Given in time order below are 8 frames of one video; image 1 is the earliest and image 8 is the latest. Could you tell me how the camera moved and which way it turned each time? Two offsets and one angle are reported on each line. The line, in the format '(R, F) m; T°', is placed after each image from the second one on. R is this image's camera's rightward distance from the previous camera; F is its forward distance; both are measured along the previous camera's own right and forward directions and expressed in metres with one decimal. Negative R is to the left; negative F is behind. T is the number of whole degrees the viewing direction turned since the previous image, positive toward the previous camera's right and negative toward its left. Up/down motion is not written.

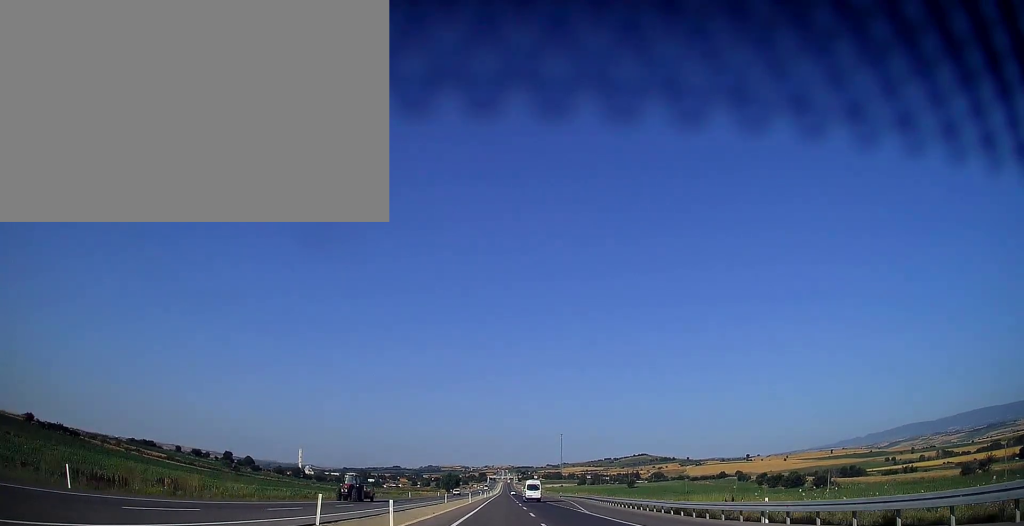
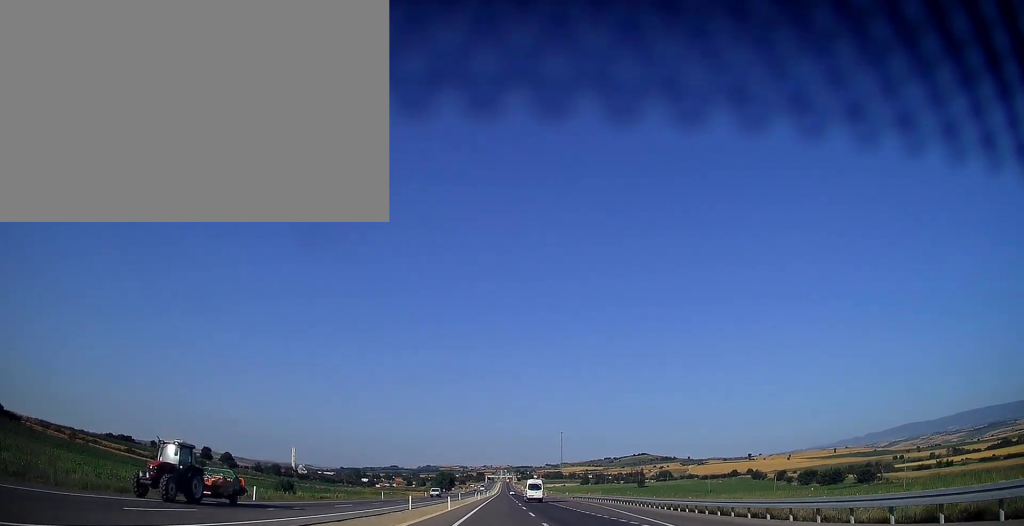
(0.0, +25.4) m; 0°
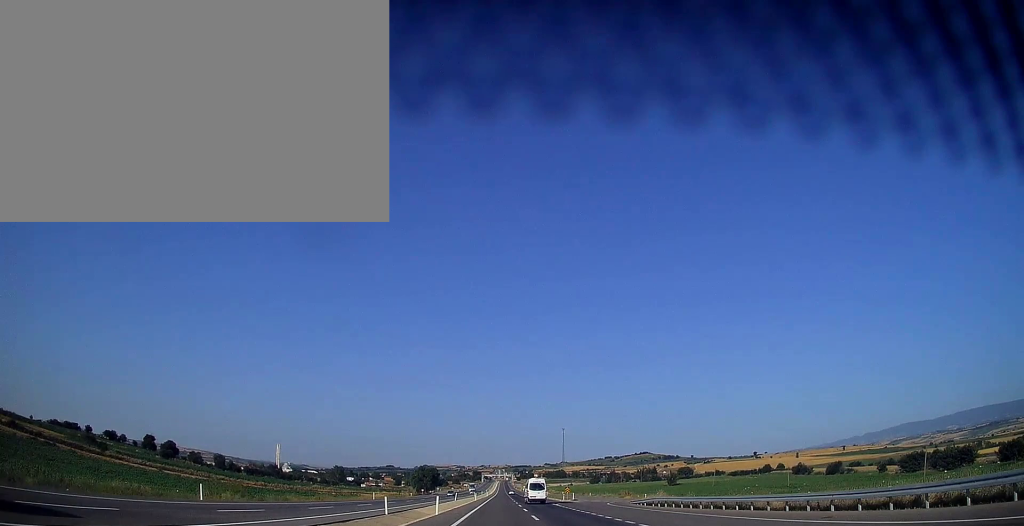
(+0.4, +55.6) m; 0°
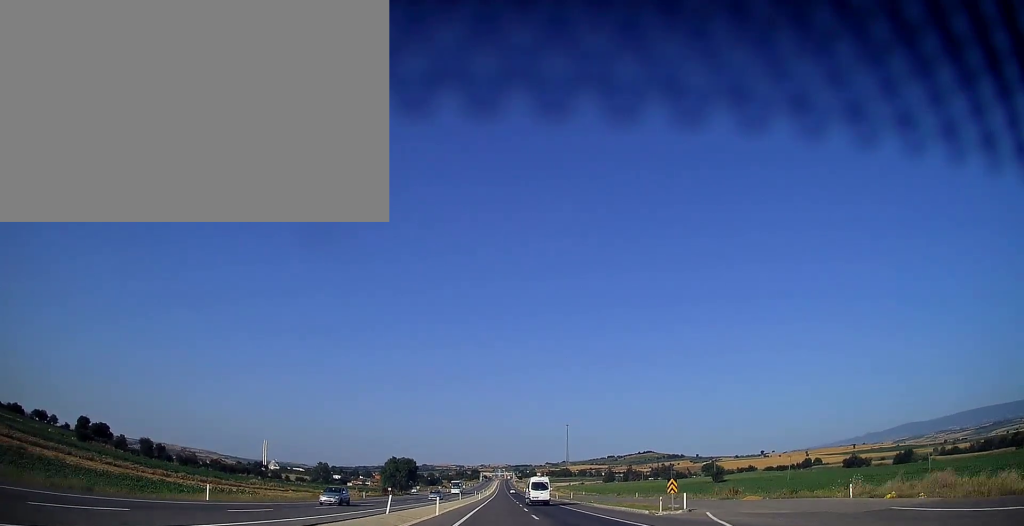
(-0.1, +48.9) m; 0°
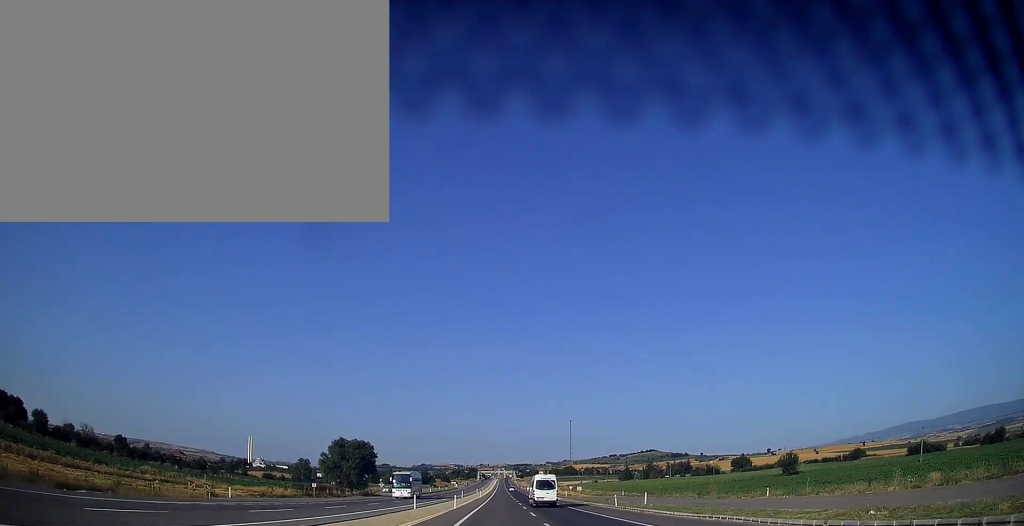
(-0.1, +48.0) m; 0°
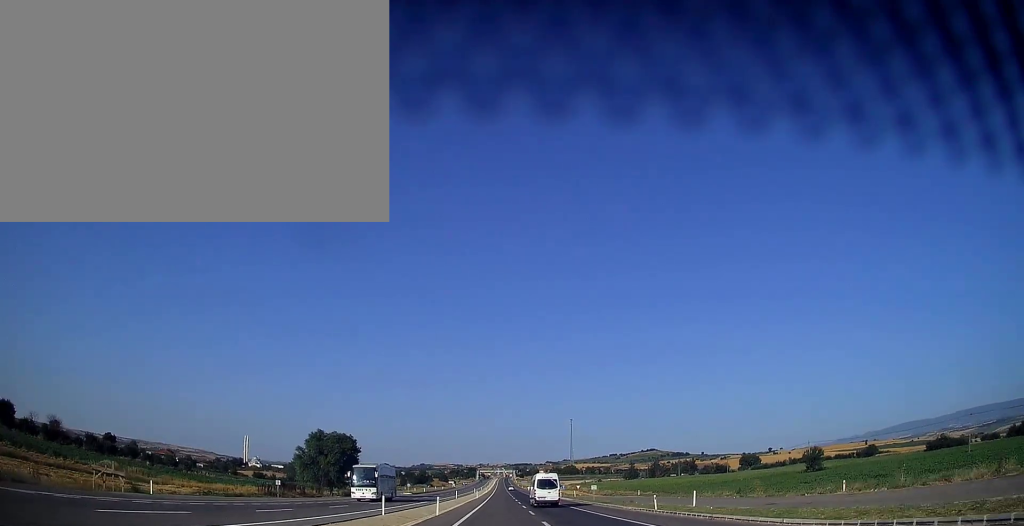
(+0.1, +12.7) m; 0°
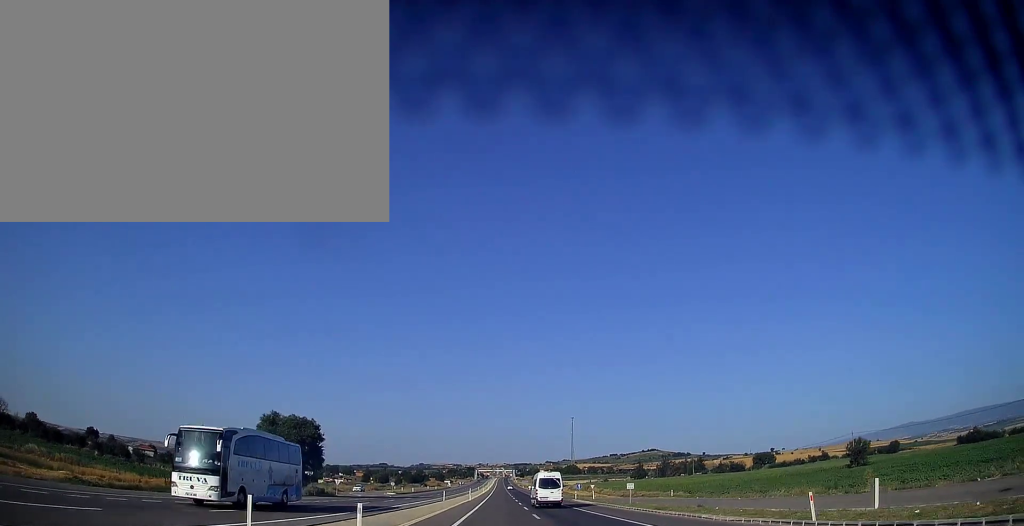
(+0.1, +16.6) m; 0°
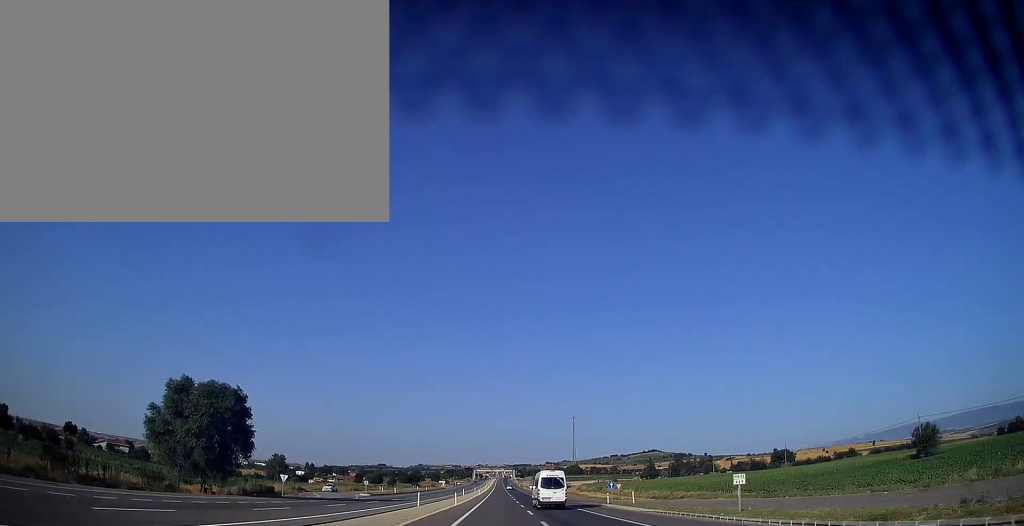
(-0.1, +20.5) m; 0°
